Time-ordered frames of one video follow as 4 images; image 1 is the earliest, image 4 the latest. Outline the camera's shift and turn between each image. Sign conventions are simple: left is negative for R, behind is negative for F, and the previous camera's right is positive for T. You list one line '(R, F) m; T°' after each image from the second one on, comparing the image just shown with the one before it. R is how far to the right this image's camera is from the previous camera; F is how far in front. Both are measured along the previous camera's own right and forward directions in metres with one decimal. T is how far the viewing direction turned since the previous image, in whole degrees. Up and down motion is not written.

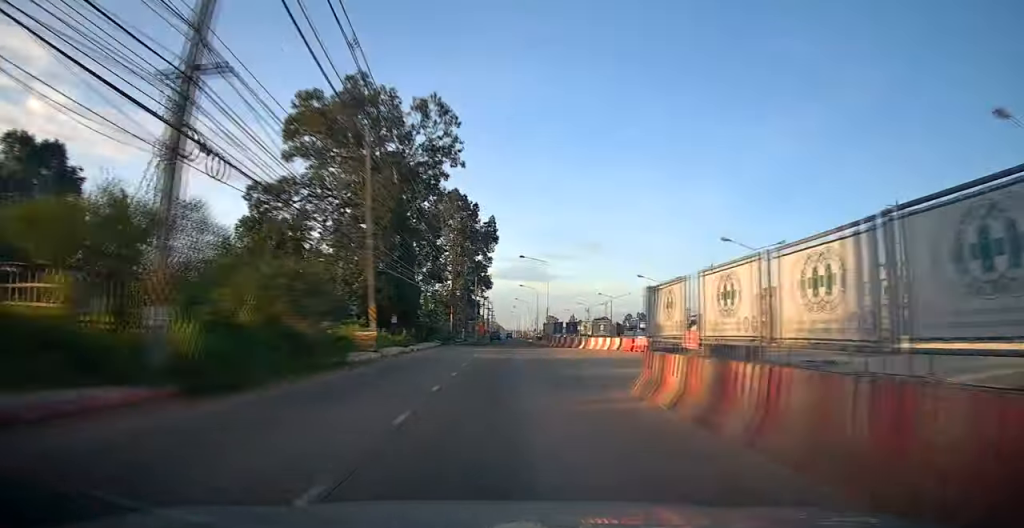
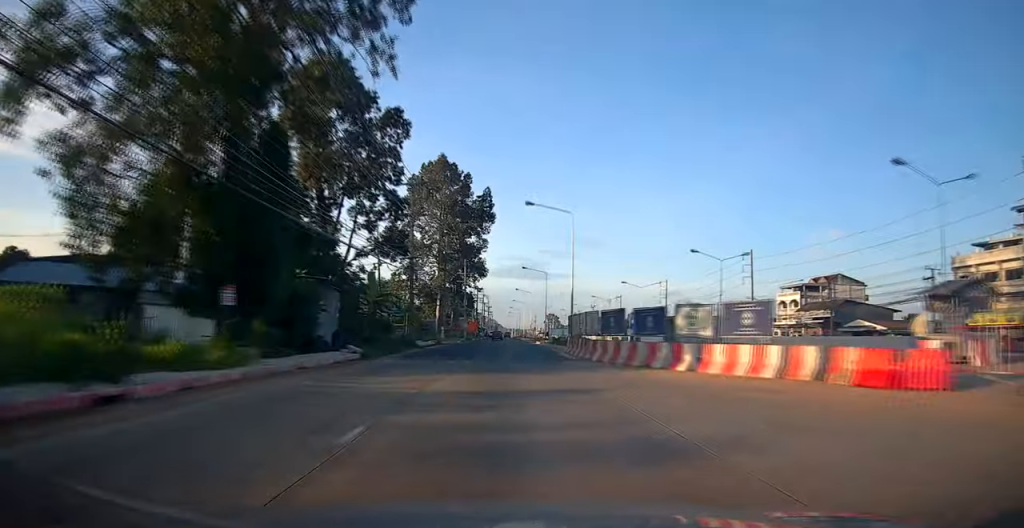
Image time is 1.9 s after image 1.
(+0.1, +25.4) m; 0°
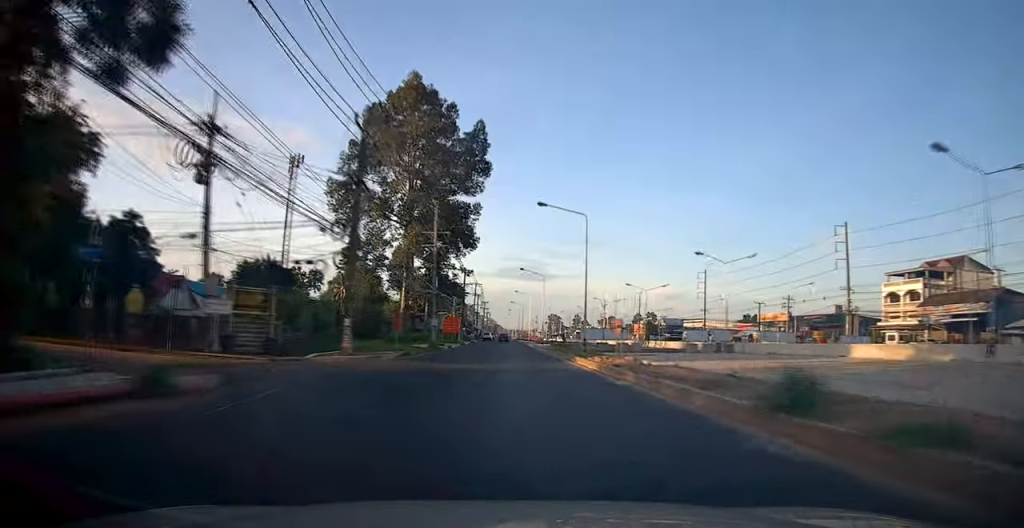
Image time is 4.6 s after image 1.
(-0.1, +36.5) m; -3°
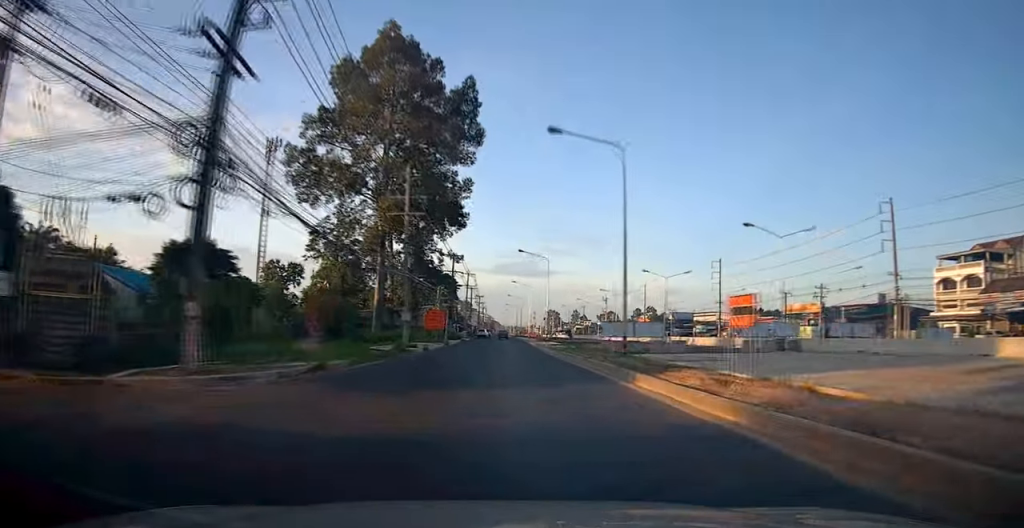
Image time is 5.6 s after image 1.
(-0.8, +12.6) m; 0°
